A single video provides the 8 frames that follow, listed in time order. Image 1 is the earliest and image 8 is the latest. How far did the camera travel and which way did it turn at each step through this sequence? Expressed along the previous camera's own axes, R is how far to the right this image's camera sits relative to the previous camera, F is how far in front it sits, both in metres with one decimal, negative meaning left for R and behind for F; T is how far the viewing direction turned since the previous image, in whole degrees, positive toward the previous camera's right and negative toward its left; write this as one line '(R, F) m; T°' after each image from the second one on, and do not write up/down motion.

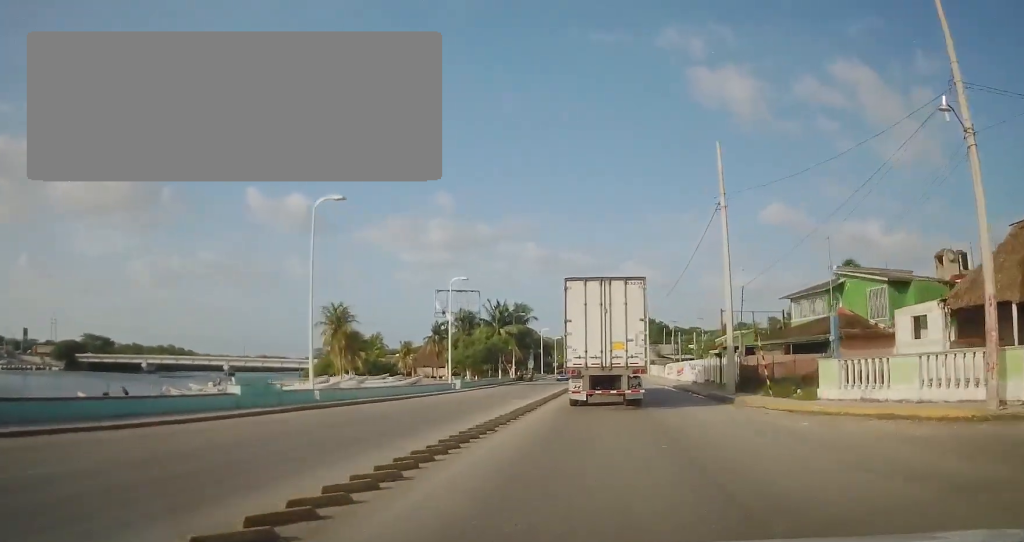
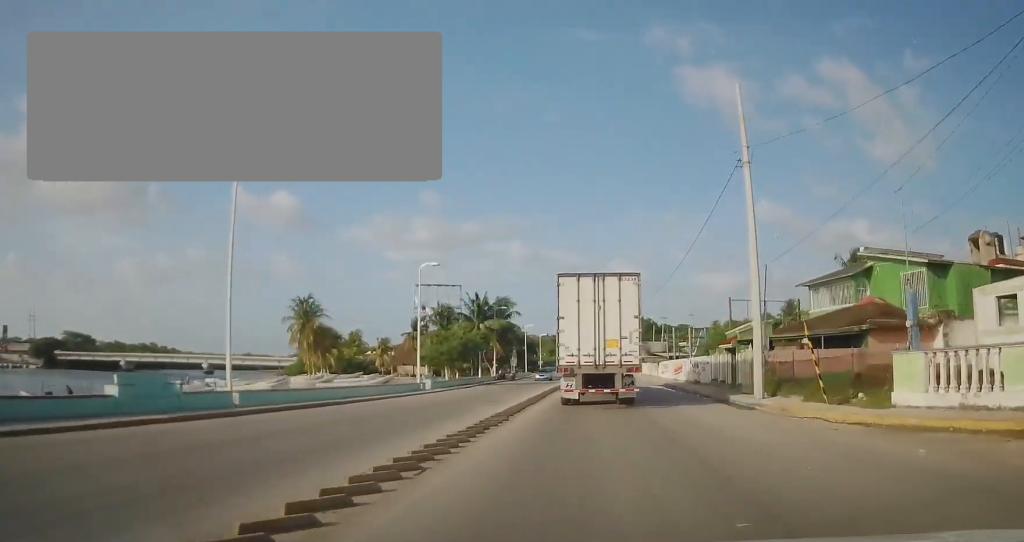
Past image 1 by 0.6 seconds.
(+0.1, +5.5) m; +2°
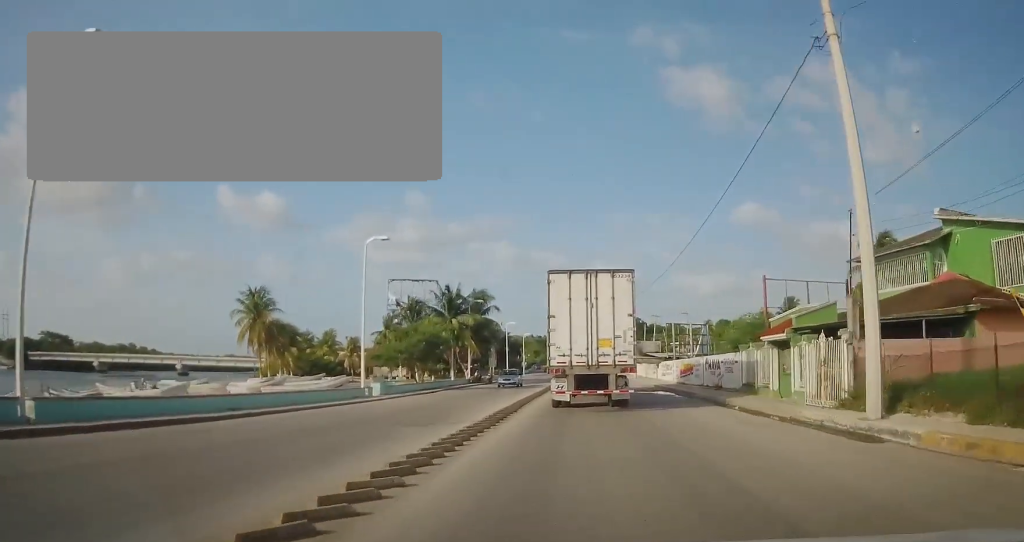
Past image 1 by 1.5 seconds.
(+0.1, +8.7) m; 0°
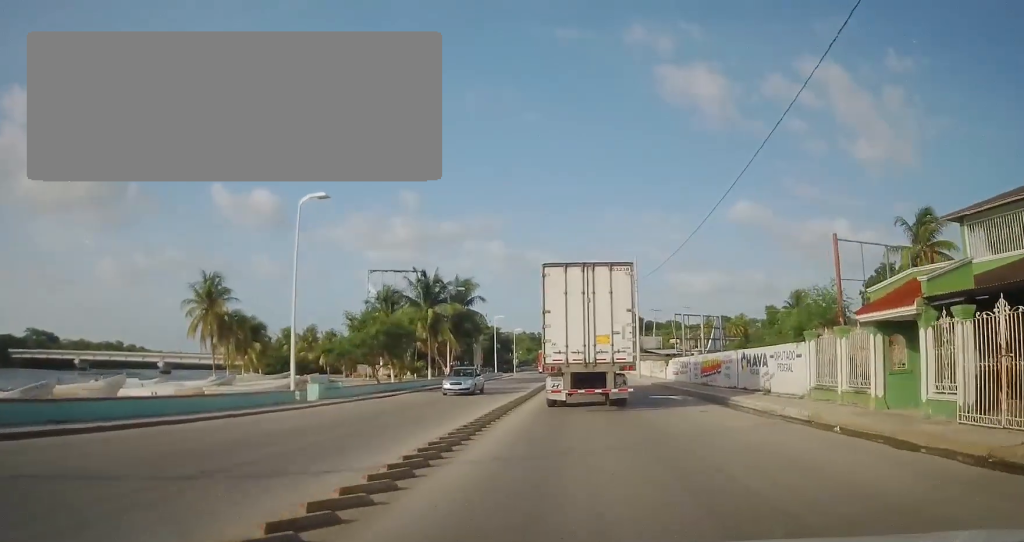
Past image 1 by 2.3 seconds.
(-0.1, +8.1) m; -1°
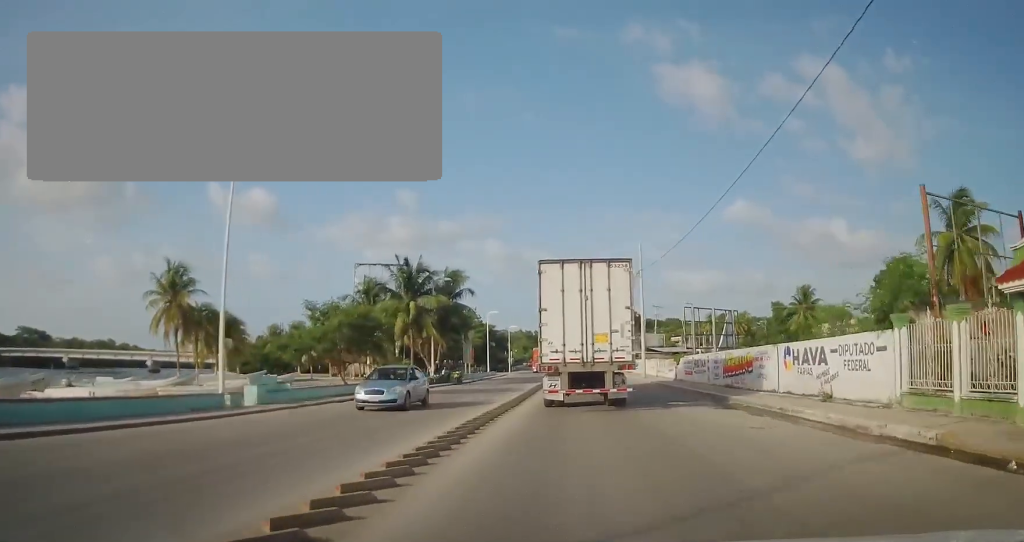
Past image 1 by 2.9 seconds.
(0.0, +5.5) m; +1°
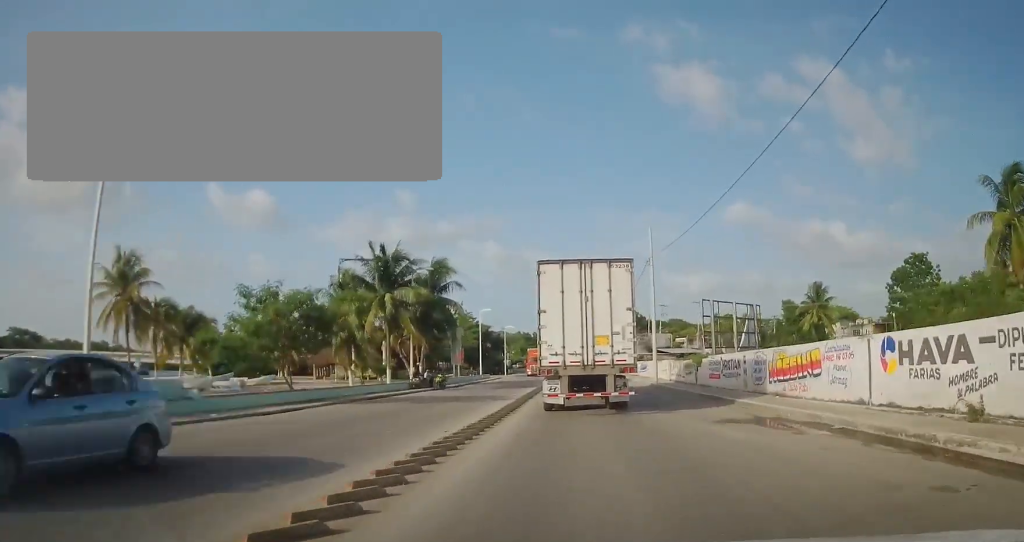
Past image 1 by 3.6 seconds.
(0.0, +6.8) m; +1°
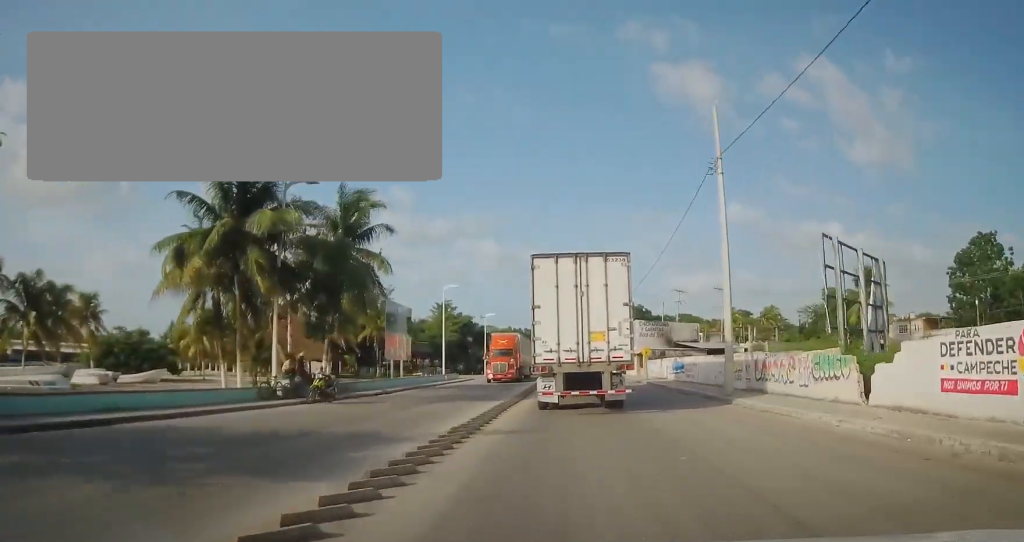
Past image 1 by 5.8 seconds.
(-0.5, +20.4) m; -2°
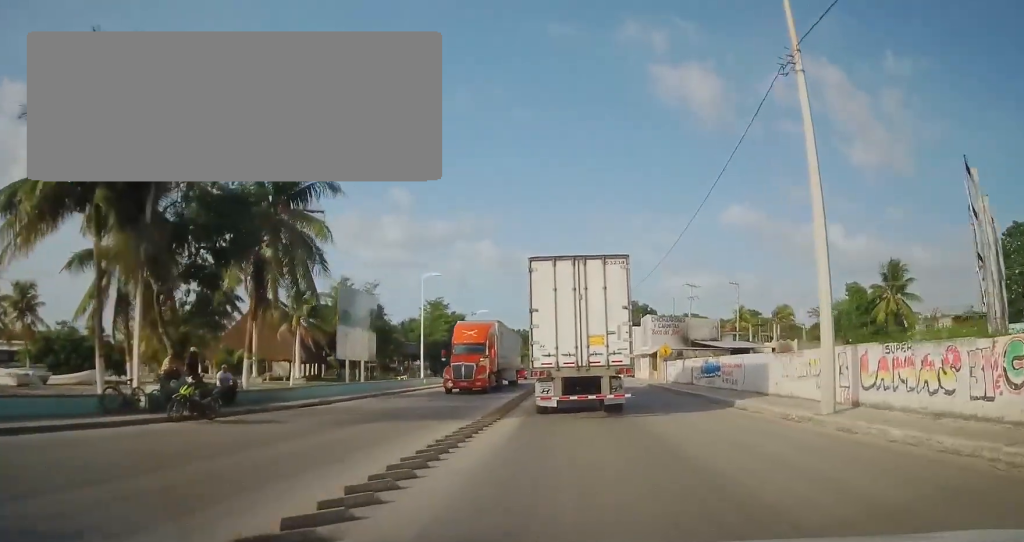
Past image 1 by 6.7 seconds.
(+0.2, +8.3) m; +2°
